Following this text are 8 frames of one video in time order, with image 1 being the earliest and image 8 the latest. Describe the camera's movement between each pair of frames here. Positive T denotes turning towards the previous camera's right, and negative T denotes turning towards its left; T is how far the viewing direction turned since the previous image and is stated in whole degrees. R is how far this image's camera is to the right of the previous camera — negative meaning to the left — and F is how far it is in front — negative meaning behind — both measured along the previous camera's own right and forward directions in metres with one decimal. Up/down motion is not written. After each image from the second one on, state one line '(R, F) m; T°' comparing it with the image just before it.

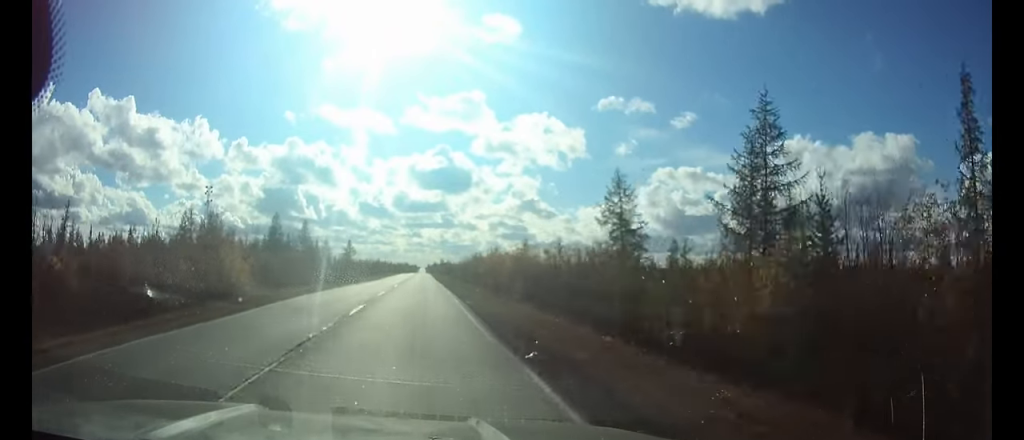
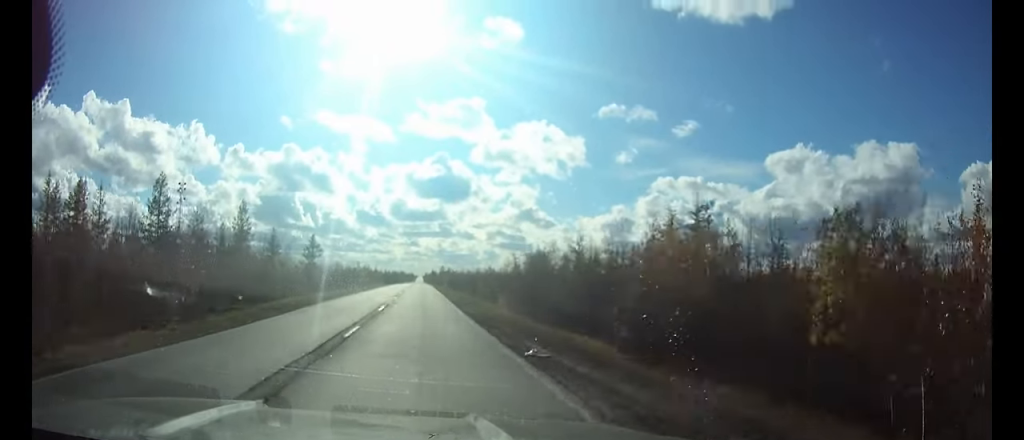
(+0.1, +52.8) m; 0°
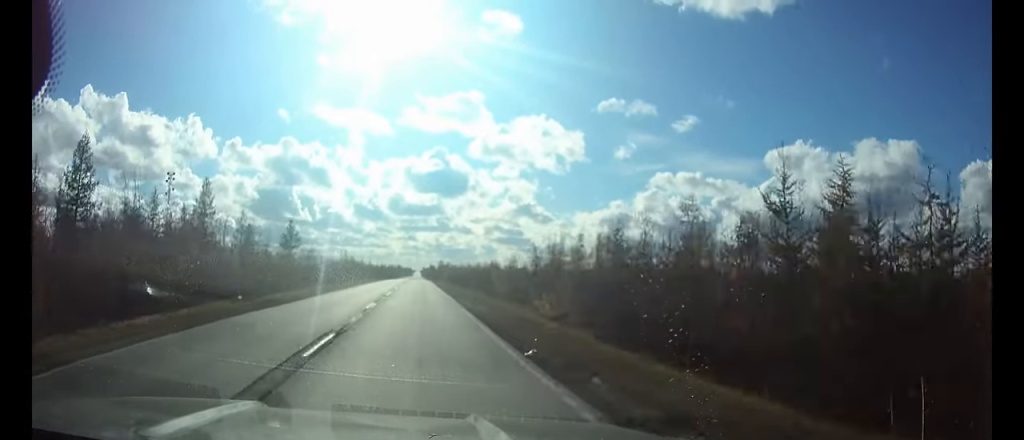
(0.0, +17.0) m; 0°
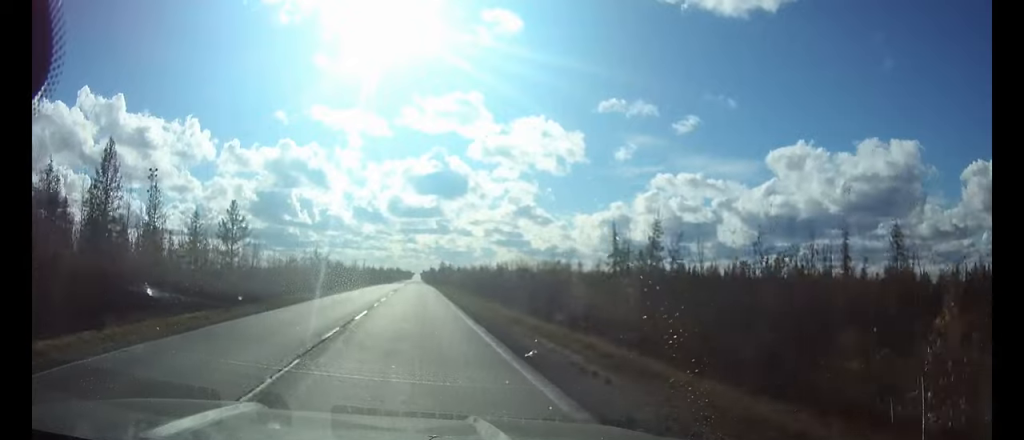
(0.0, +27.5) m; 0°
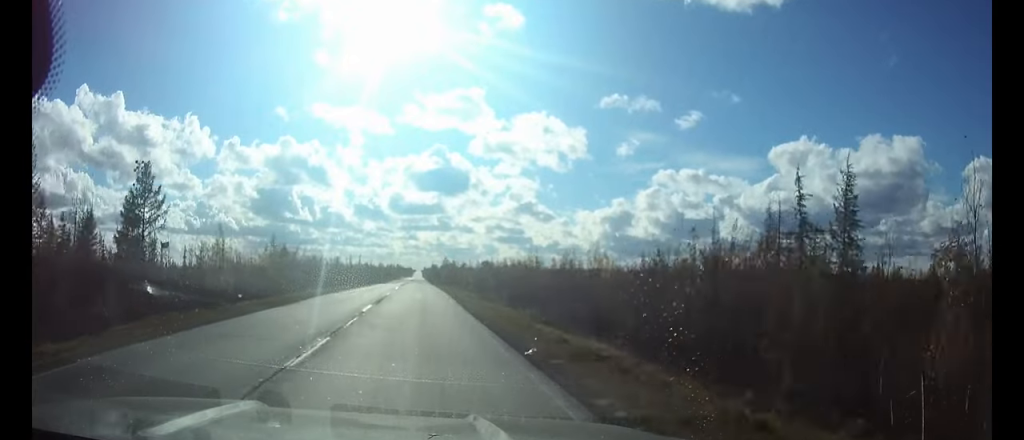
(0.0, +21.7) m; 0°
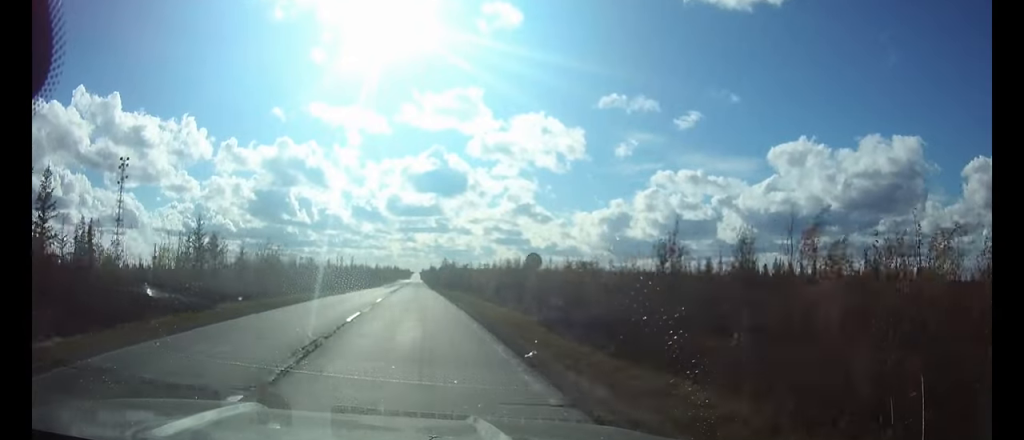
(0.0, +16.8) m; 0°
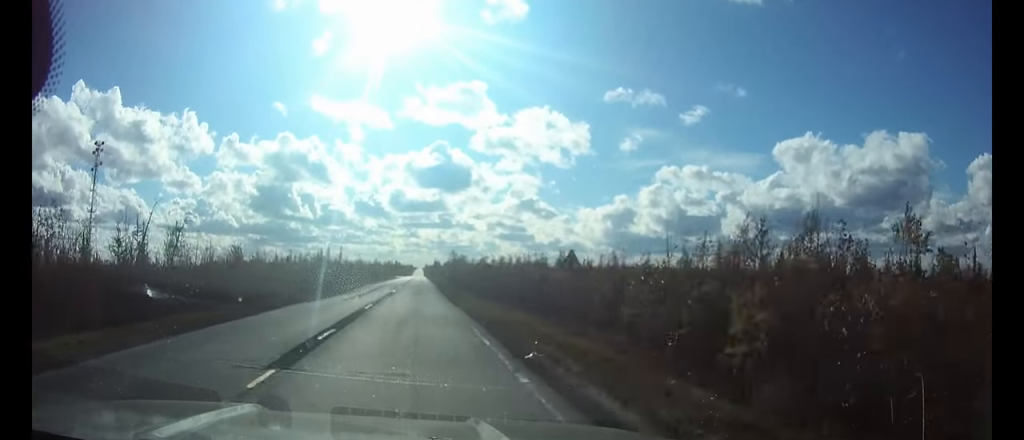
(0.0, +33.1) m; 0°
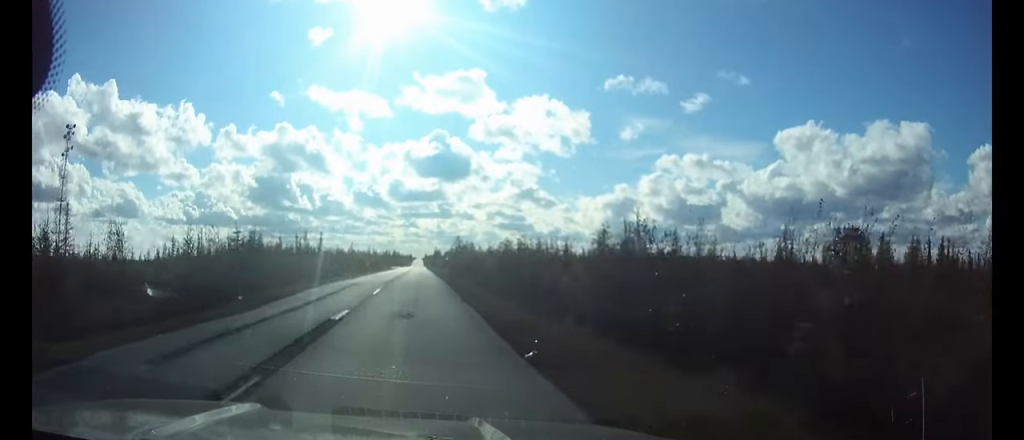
(-0.1, +29.3) m; 0°
